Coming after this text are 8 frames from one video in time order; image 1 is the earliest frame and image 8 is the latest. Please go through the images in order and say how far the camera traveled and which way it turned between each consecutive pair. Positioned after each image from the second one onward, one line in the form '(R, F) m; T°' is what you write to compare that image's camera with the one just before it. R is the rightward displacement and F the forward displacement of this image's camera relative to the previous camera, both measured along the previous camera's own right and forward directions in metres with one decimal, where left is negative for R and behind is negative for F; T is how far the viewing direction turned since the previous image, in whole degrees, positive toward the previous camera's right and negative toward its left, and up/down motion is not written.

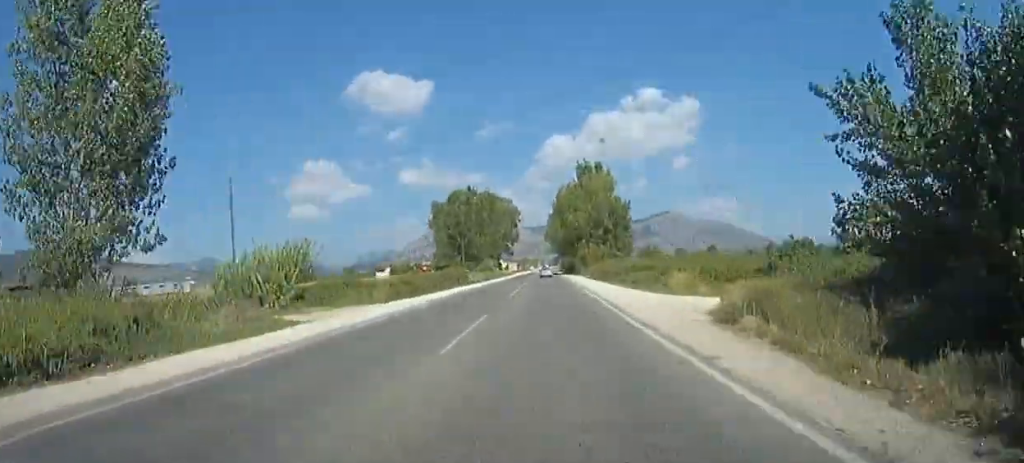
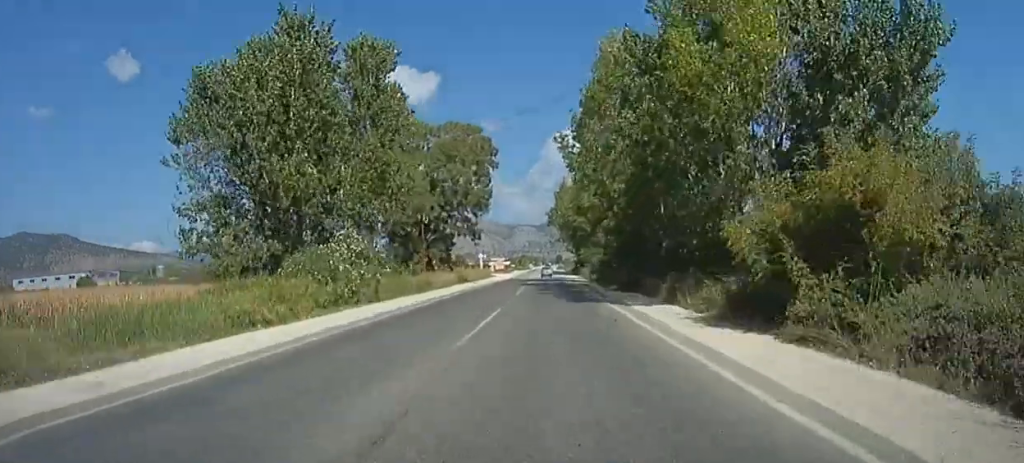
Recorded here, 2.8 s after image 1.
(-1.1, +69.8) m; -1°
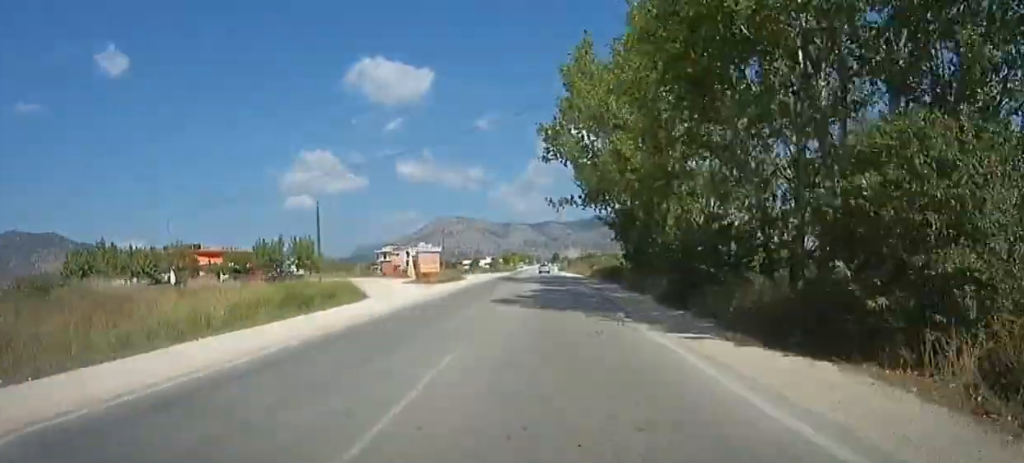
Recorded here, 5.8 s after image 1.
(+0.7, +73.7) m; +1°
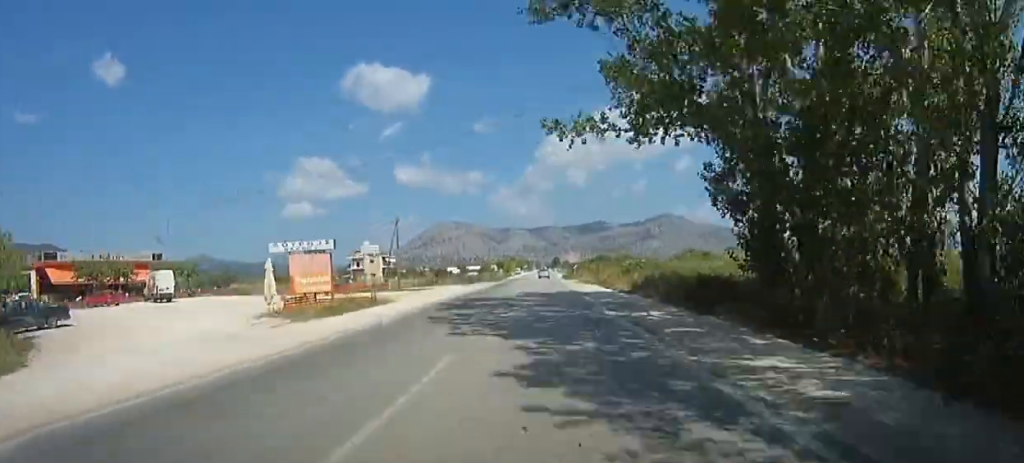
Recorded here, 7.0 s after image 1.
(+0.7, +28.4) m; 0°
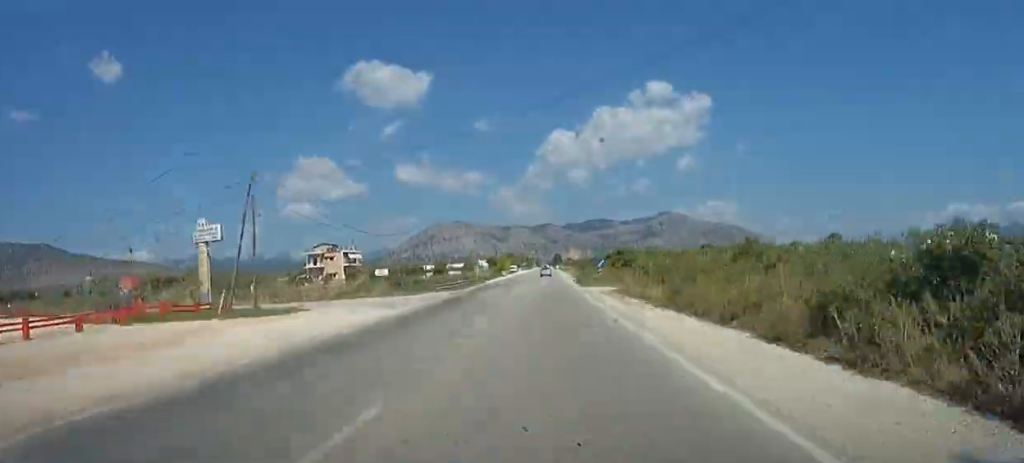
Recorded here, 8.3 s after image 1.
(-0.4, +32.3) m; 0°
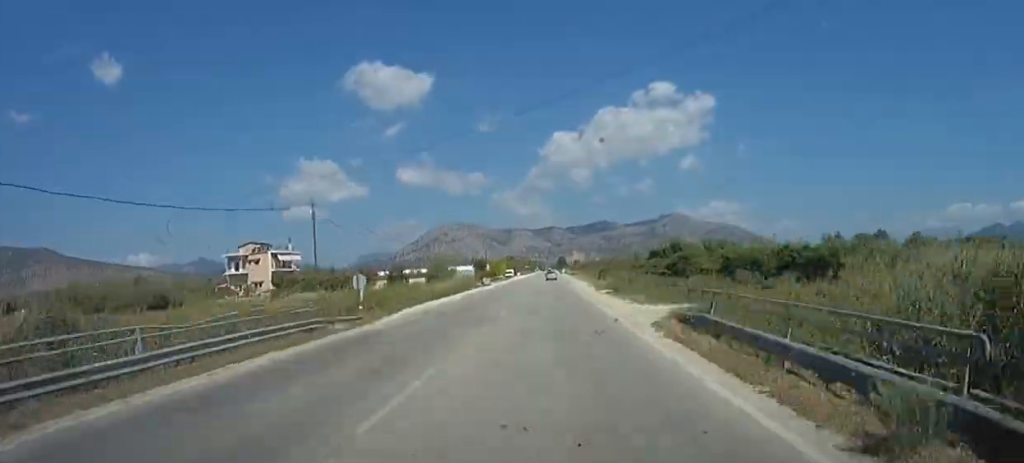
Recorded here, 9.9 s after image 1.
(-0.2, +38.3) m; 0°
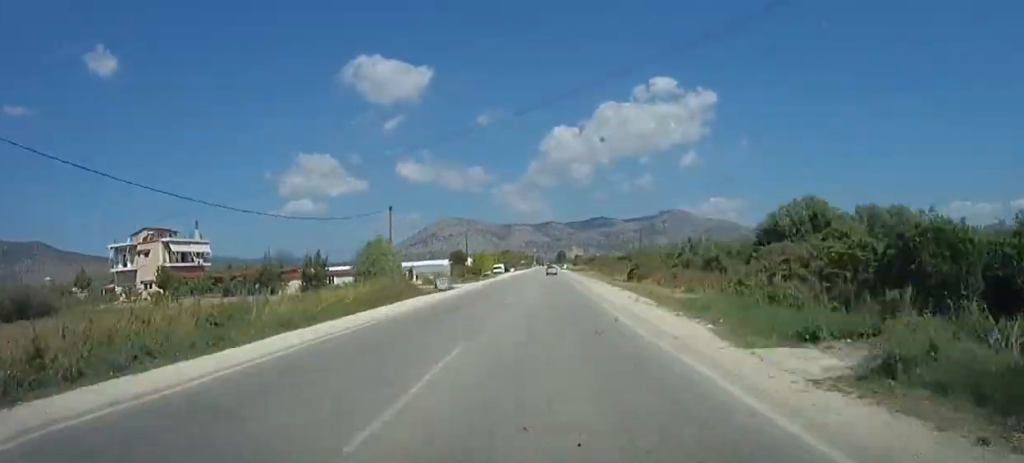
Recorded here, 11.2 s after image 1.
(+0.7, +30.3) m; 0°
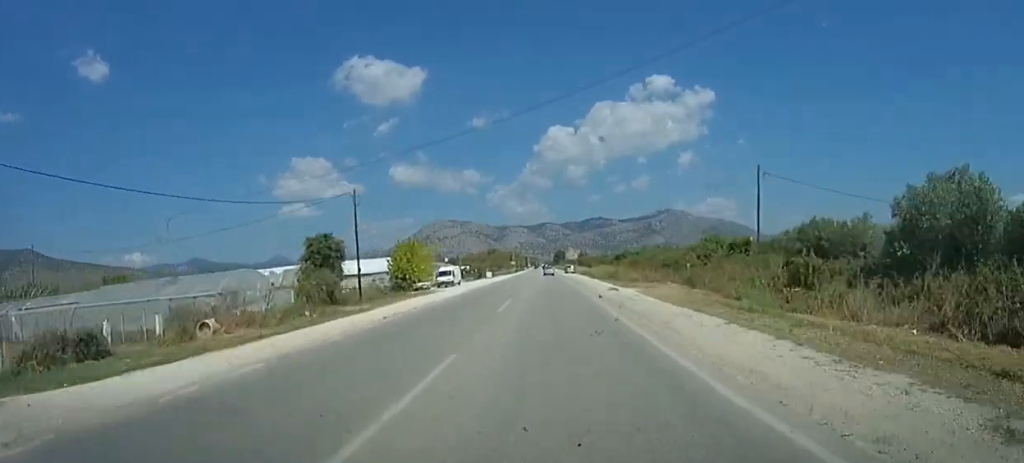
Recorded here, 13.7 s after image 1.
(-1.3, +60.5) m; -1°
